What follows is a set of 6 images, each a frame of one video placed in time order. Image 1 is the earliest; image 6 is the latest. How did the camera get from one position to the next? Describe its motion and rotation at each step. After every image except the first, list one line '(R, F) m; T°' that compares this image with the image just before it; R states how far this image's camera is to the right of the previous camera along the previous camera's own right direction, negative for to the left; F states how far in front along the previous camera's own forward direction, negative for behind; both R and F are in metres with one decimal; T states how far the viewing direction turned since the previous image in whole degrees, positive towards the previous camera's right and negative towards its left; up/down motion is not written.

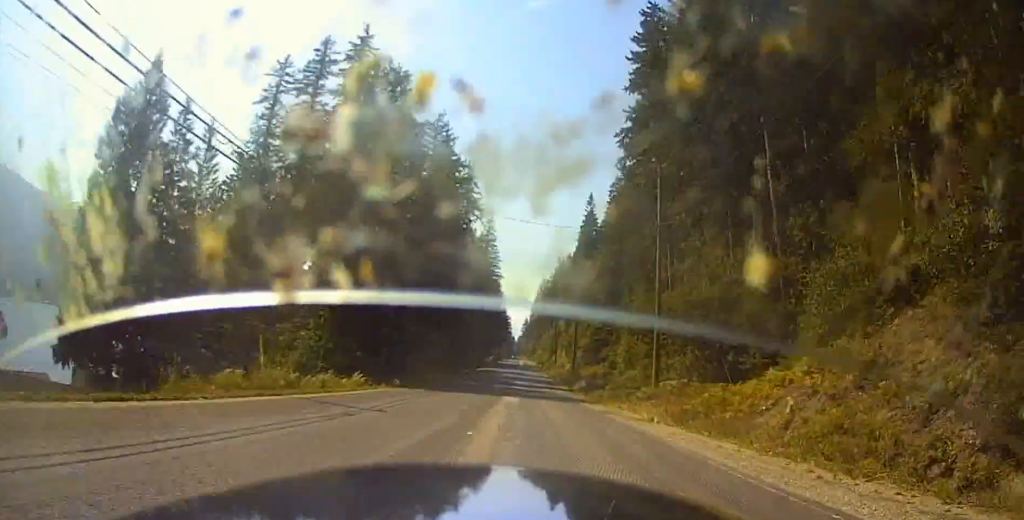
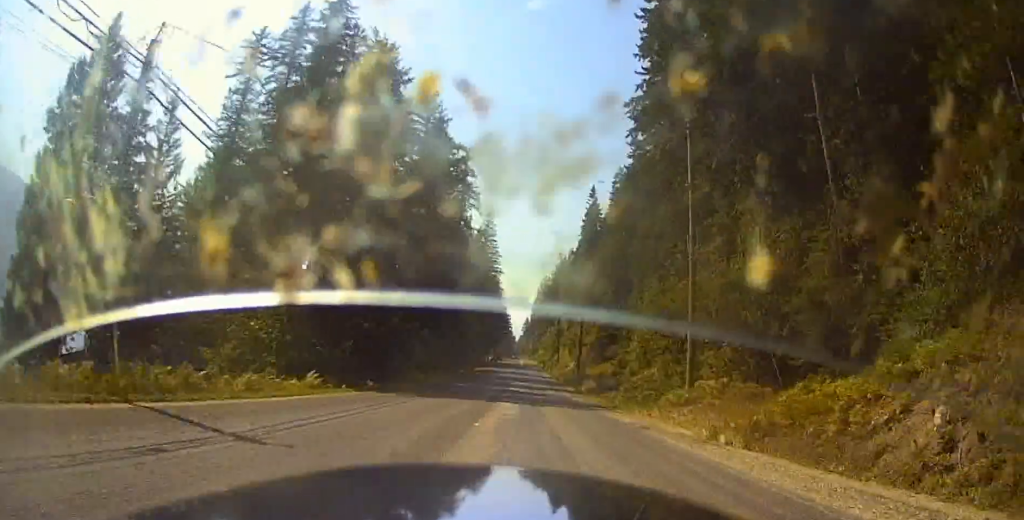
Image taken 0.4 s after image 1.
(0.0, +6.8) m; -1°
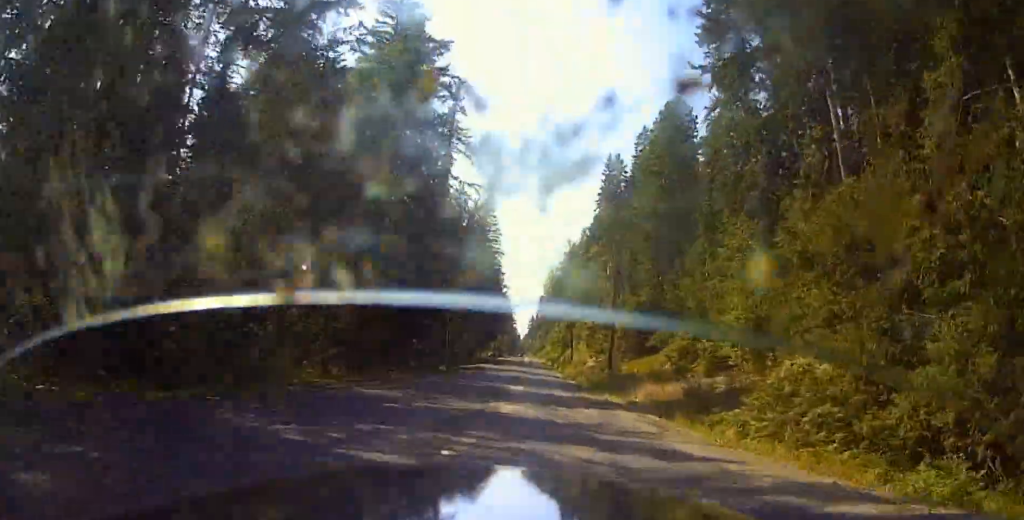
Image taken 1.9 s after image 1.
(-1.6, +25.3) m; -6°
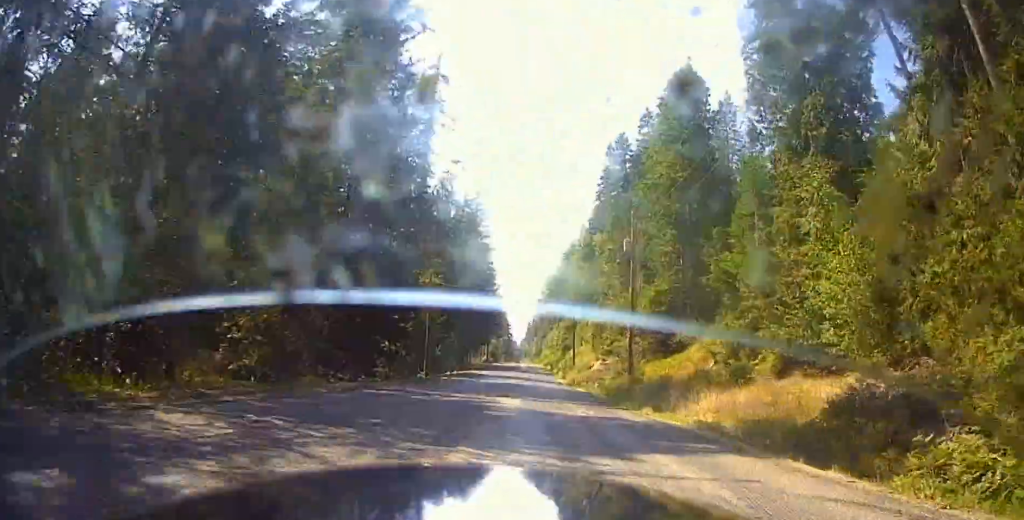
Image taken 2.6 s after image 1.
(+0.1, +11.3) m; +2°
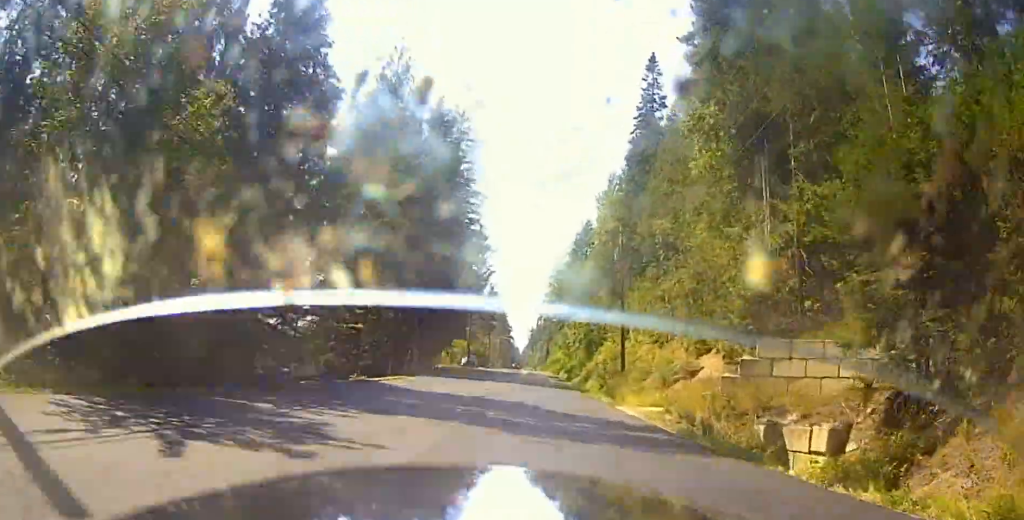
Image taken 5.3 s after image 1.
(+3.8, +45.5) m; +4°
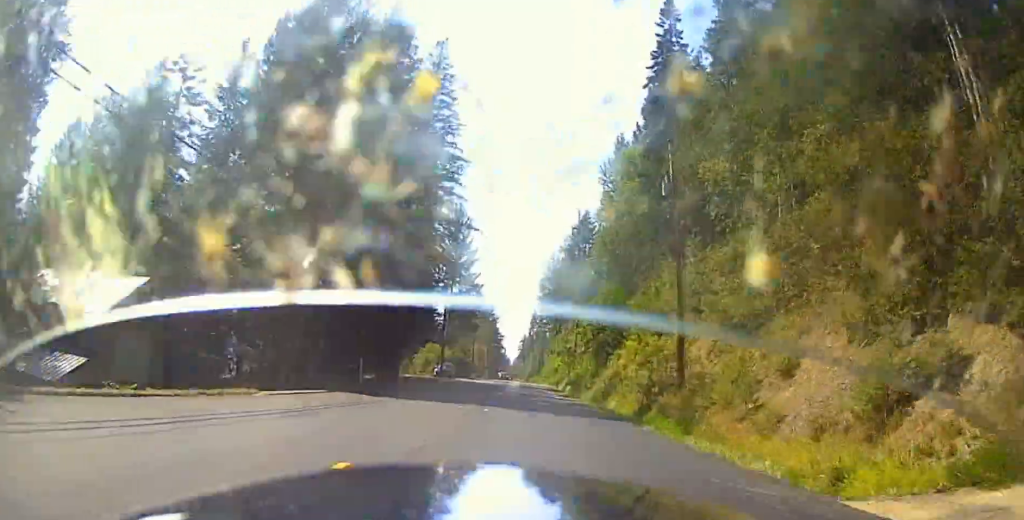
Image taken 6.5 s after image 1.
(-0.3, +19.7) m; 0°
